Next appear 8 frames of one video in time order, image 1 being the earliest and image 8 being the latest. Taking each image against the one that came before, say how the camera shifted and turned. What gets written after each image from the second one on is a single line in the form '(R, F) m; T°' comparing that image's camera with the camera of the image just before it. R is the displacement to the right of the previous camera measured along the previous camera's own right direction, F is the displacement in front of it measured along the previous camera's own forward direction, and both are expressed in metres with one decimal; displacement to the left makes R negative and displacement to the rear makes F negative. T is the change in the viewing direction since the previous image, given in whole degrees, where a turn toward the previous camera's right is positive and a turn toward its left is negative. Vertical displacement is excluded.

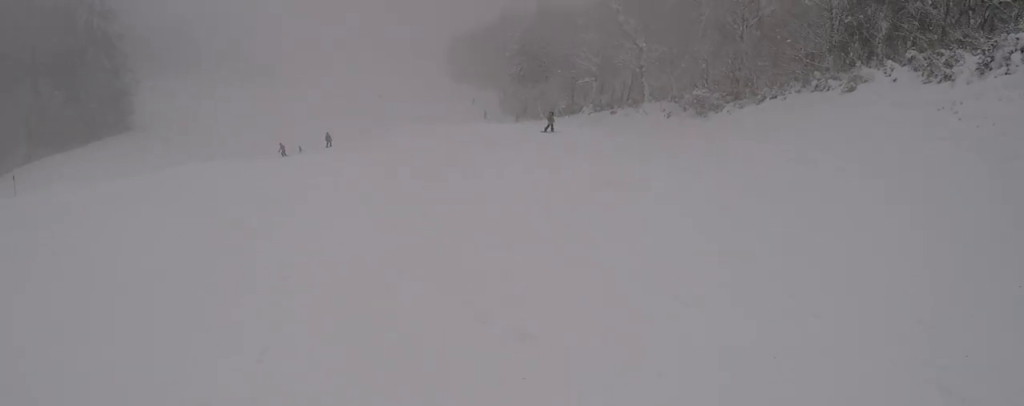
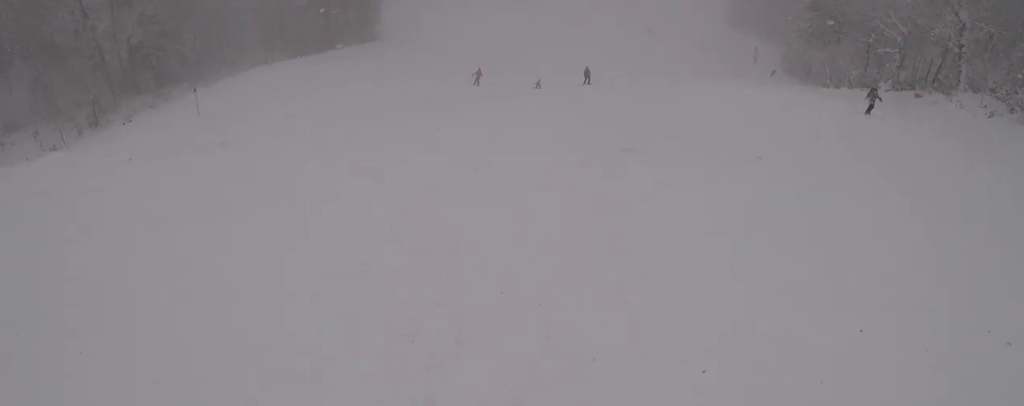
(-1.2, +7.5) m; -15°
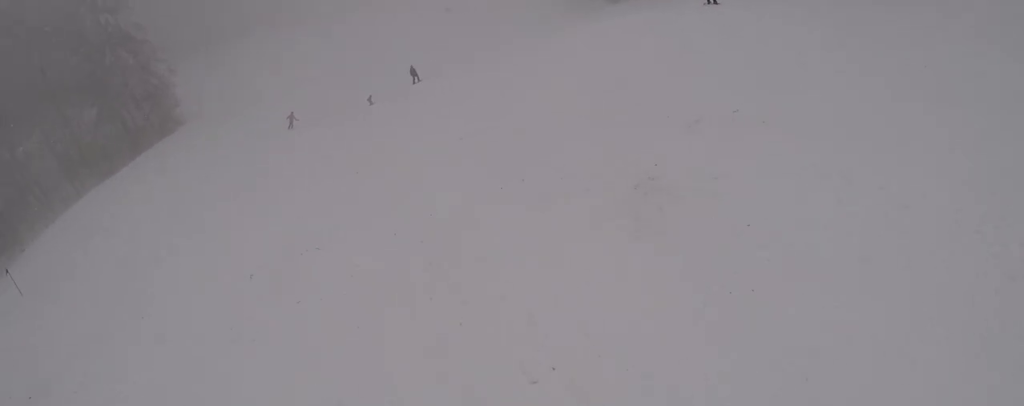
(-0.7, +3.8) m; +1°
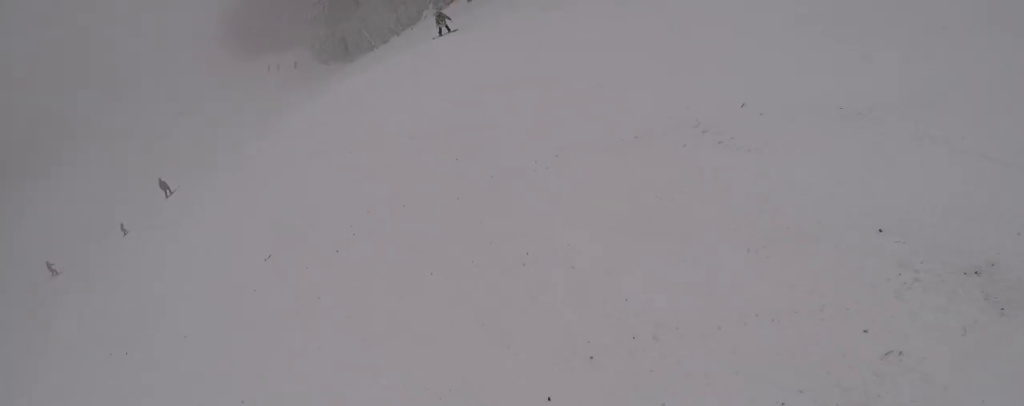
(+1.0, +3.9) m; +12°
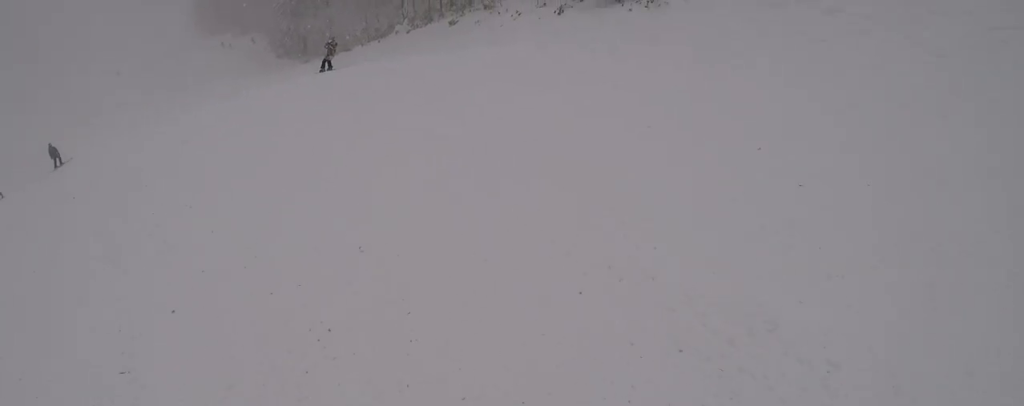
(+0.6, +7.5) m; +1°
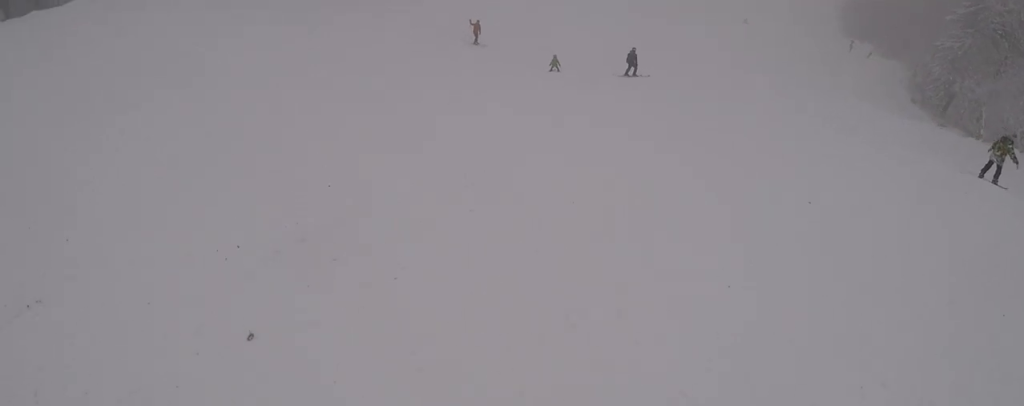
(-2.7, +9.7) m; -28°
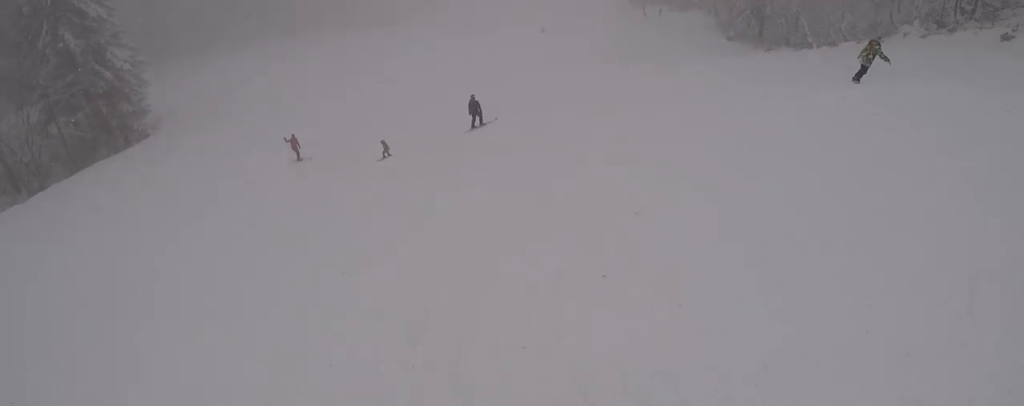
(-0.2, +3.8) m; +4°
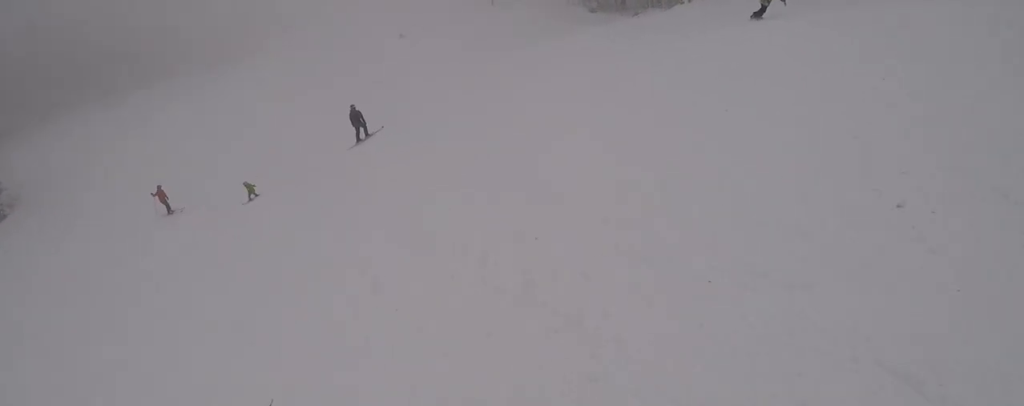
(-0.3, +2.8) m; +7°
